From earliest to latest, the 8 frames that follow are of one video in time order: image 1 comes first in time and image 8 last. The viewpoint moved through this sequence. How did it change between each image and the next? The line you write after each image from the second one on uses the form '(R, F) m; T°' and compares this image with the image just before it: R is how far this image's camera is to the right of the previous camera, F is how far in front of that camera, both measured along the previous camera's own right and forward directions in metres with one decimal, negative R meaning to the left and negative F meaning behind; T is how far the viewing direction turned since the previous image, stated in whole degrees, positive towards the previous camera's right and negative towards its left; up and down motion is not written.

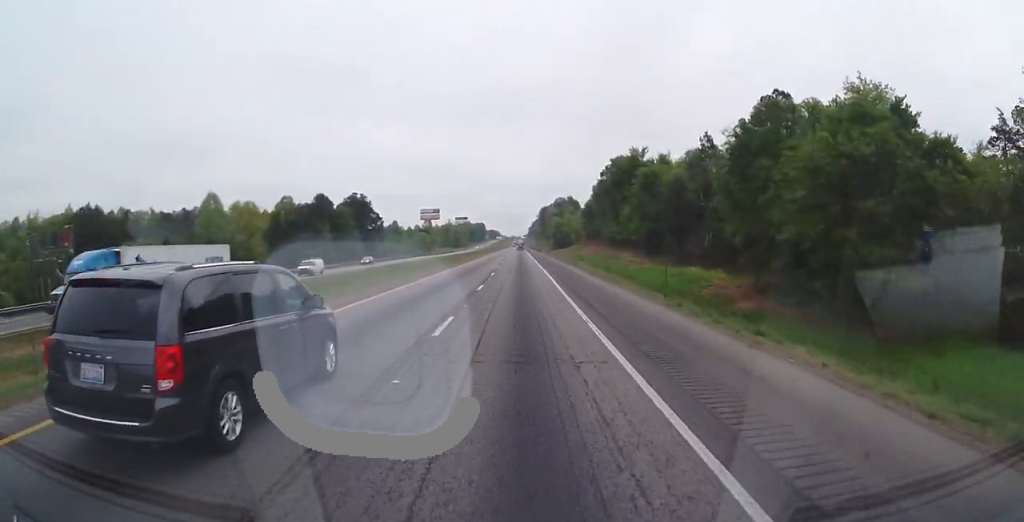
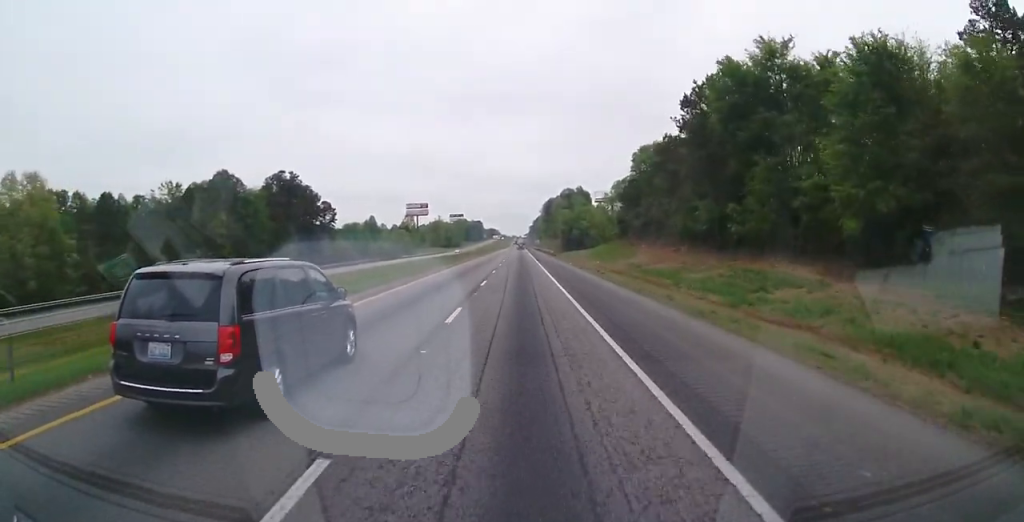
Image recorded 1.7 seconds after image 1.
(+0.3, +59.1) m; +1°
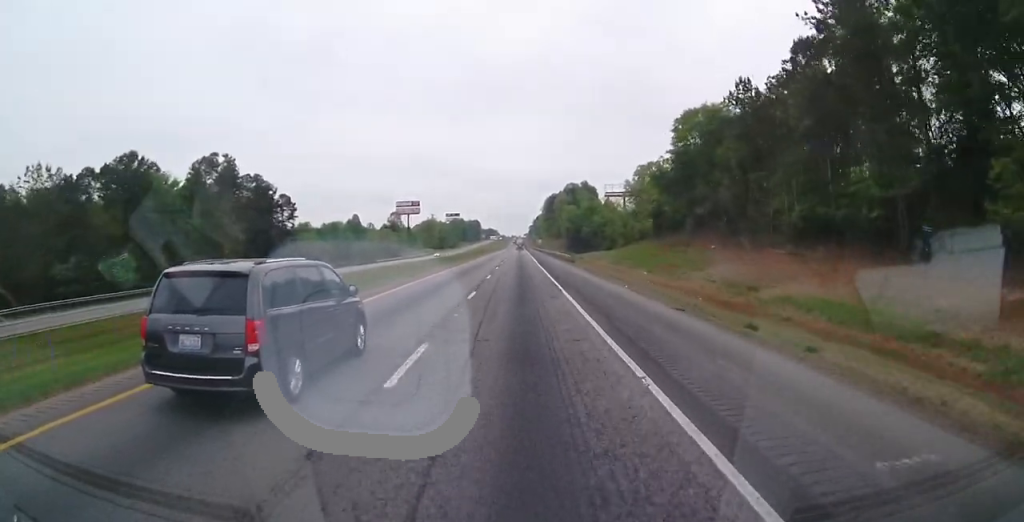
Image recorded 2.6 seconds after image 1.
(-0.1, +30.7) m; 0°
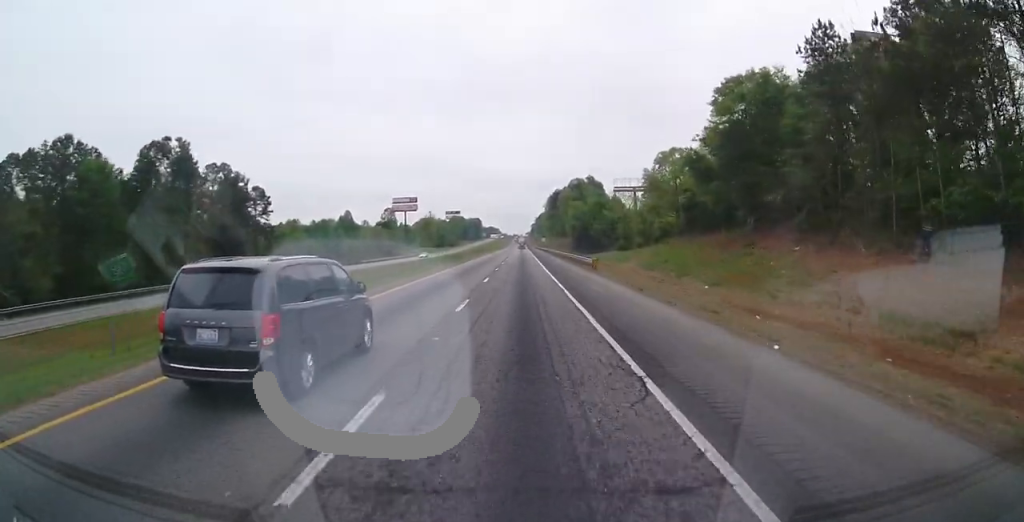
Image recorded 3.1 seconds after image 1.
(+0.2, +16.2) m; -1°
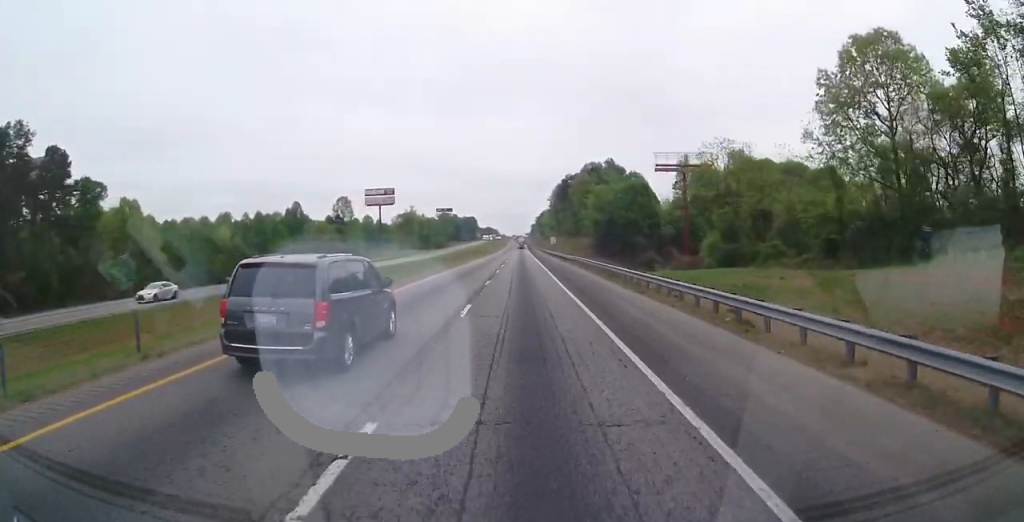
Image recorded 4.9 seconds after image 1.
(-1.0, +62.6) m; -1°
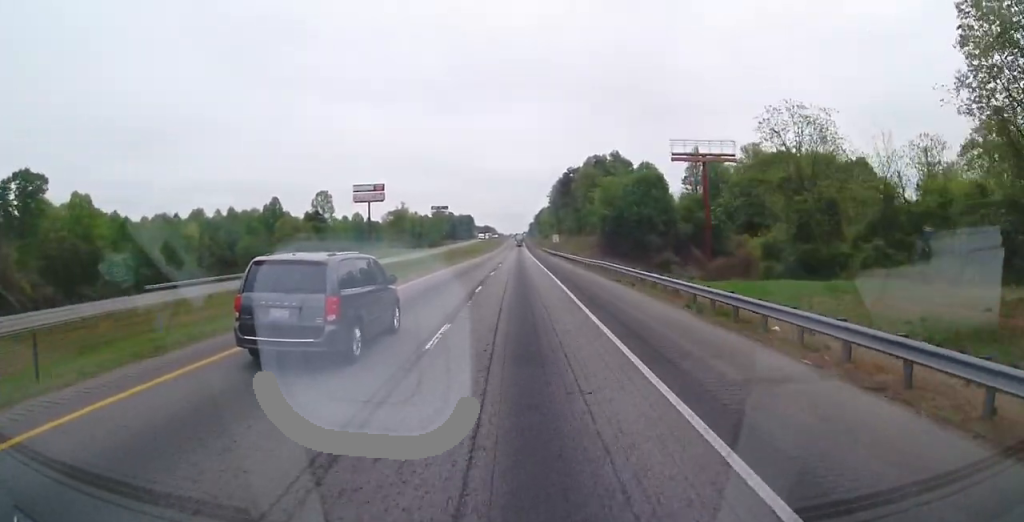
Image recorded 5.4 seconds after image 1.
(+0.2, +17.1) m; +1°
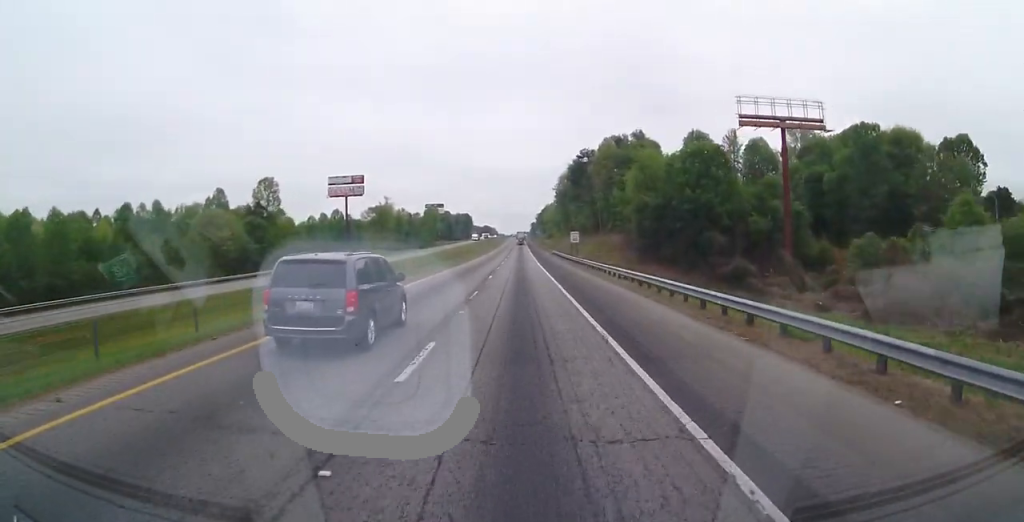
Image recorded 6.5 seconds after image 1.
(0.0, +39.0) m; 0°
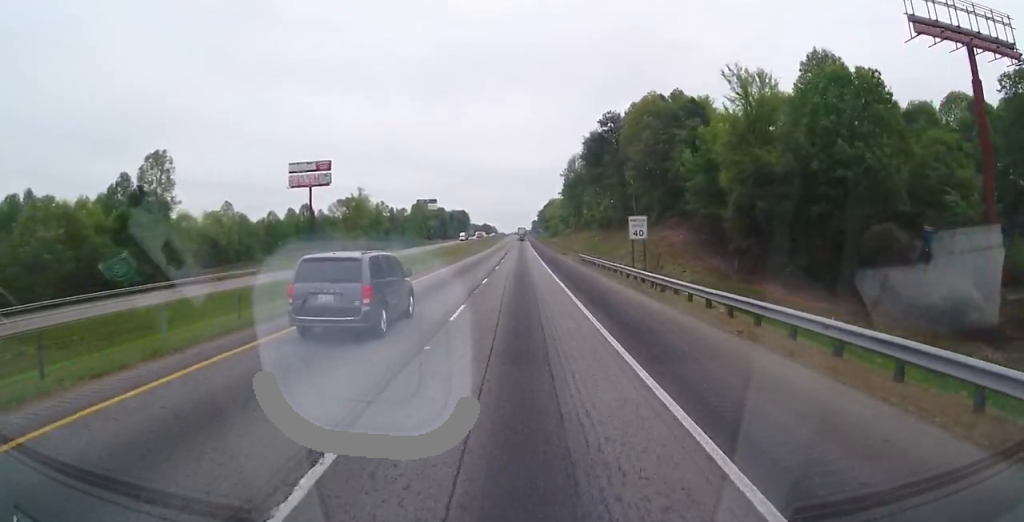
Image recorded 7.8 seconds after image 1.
(+0.1, +42.6) m; 0°
